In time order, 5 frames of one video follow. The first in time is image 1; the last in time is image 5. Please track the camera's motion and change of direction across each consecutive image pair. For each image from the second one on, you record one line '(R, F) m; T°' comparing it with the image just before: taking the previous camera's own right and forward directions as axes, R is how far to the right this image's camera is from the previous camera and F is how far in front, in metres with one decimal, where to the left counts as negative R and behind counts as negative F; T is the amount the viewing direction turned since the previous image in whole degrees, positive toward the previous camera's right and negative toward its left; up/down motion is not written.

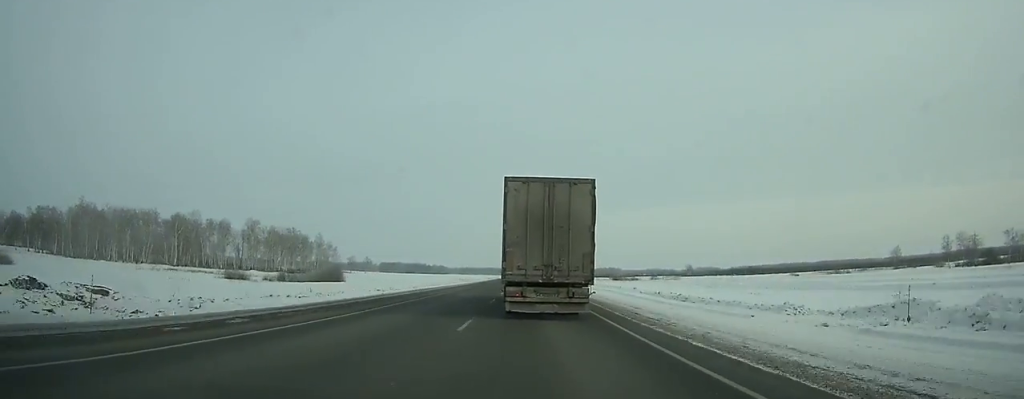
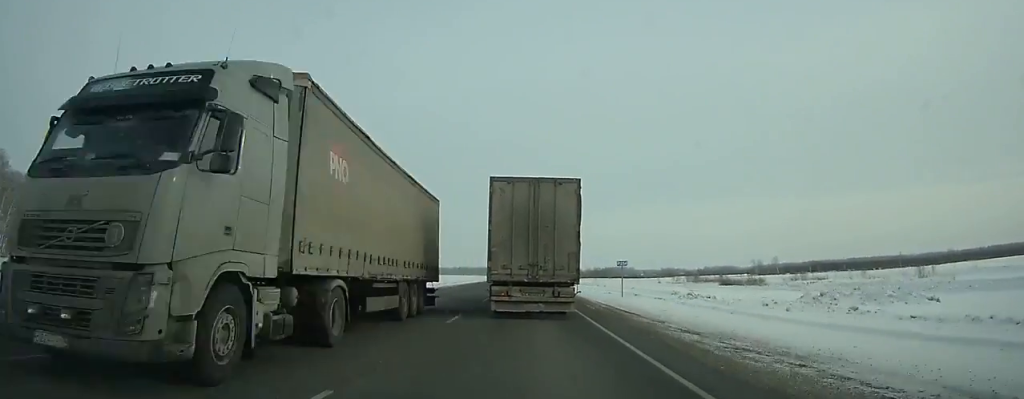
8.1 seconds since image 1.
(-0.1, +191.0) m; 0°
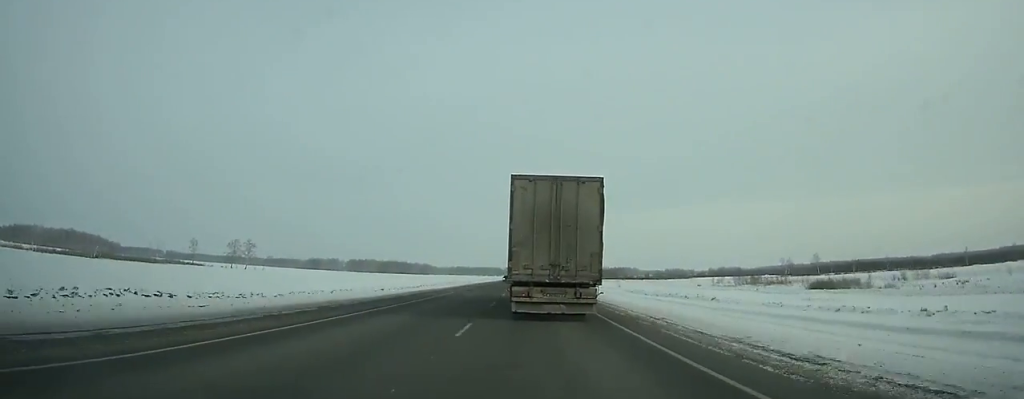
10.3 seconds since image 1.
(+0.1, +50.9) m; 0°
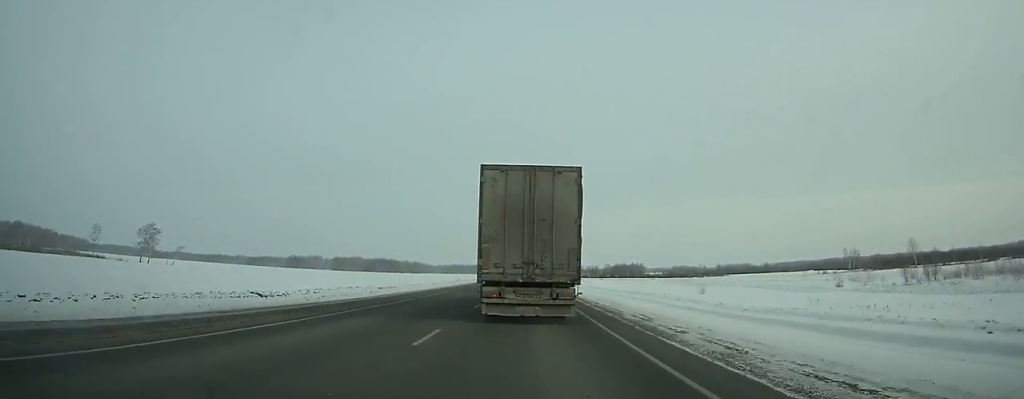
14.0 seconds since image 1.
(+0.2, +84.6) m; 0°
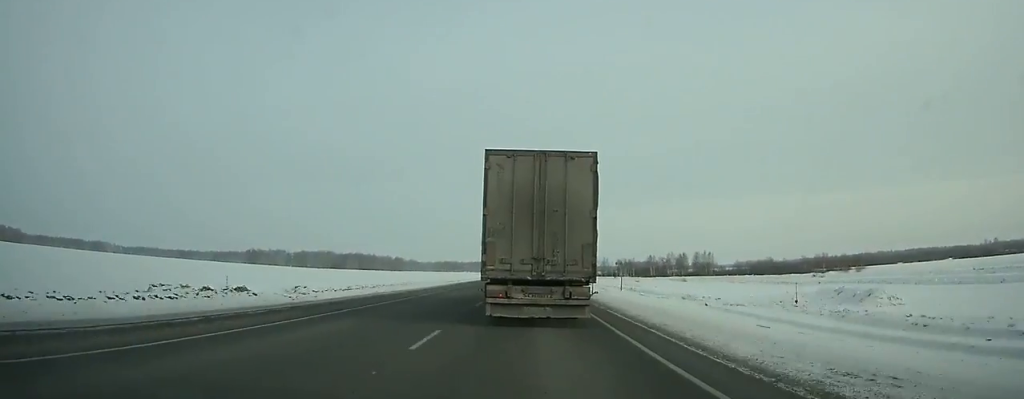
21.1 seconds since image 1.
(-0.2, +156.3) m; 0°
